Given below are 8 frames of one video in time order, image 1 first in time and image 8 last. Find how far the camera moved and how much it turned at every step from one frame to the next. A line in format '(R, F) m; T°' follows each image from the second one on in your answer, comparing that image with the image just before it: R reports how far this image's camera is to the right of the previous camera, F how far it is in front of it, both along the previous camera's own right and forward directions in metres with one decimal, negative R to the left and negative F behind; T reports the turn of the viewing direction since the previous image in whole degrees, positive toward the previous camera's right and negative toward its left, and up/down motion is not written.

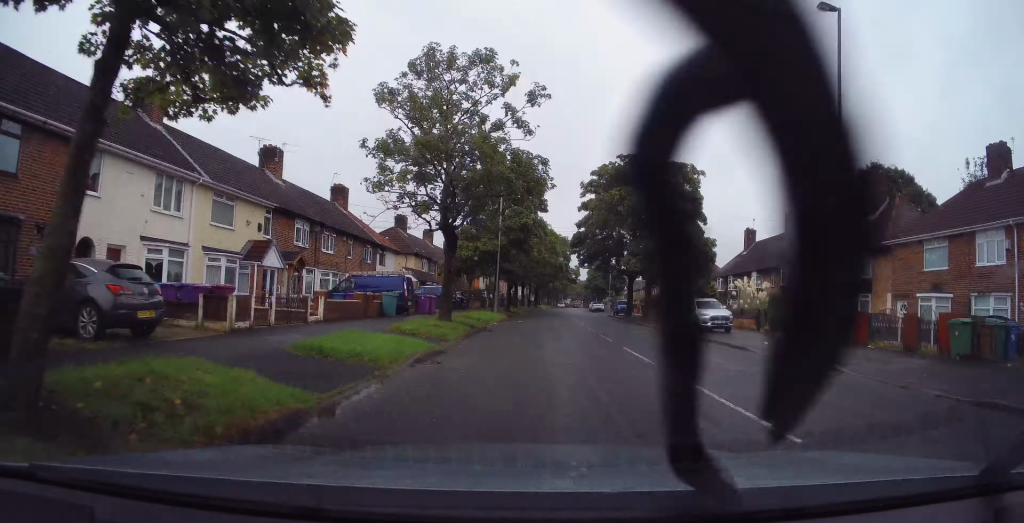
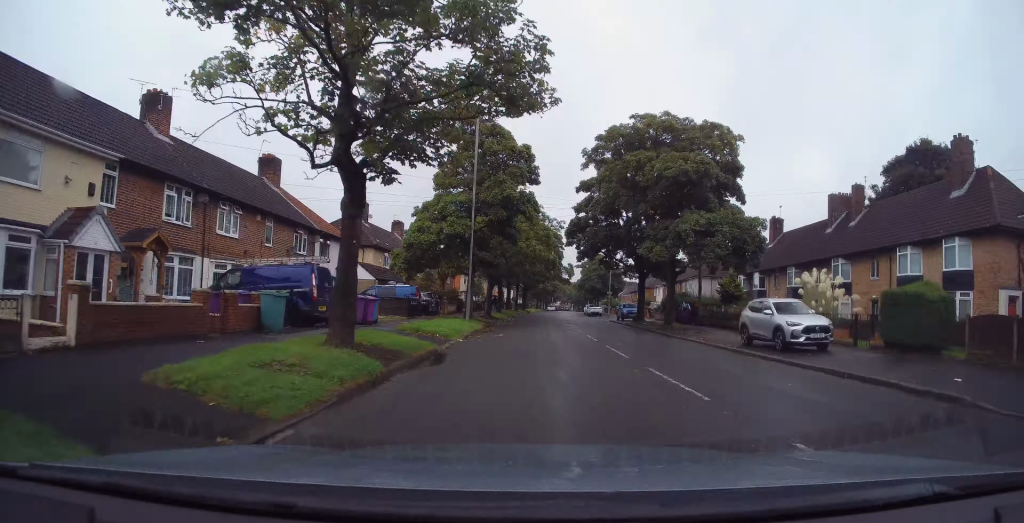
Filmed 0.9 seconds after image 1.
(+0.2, +10.5) m; +1°
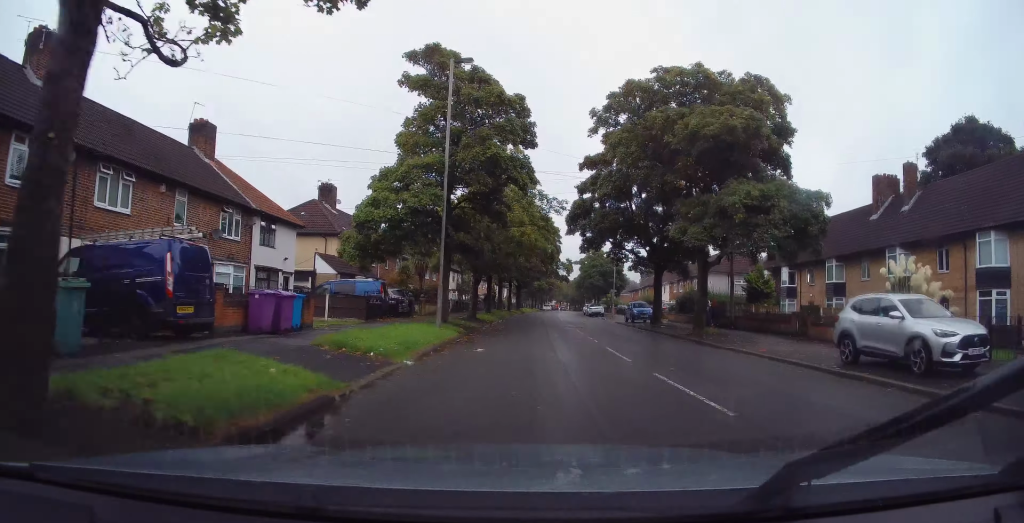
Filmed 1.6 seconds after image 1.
(0.0, +7.3) m; +1°
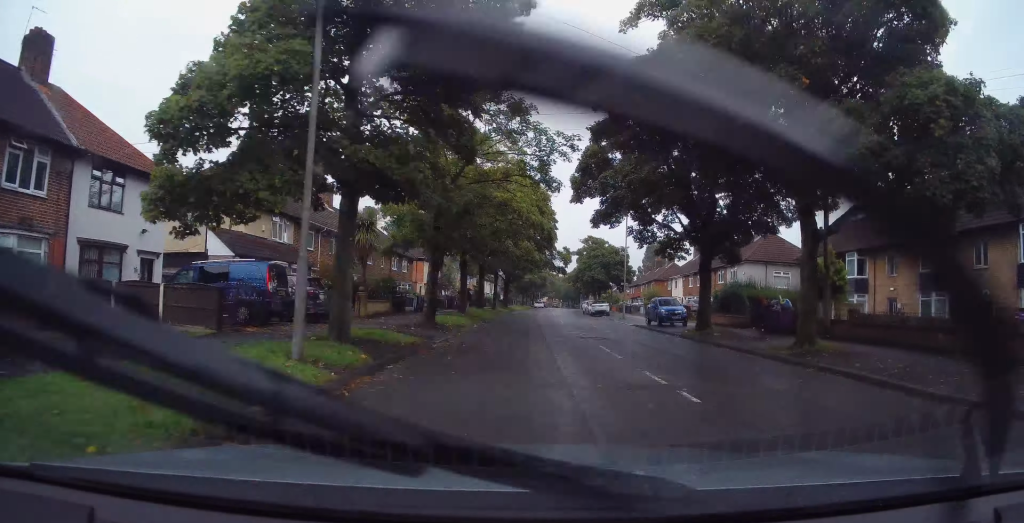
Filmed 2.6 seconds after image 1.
(+0.2, +11.5) m; 0°
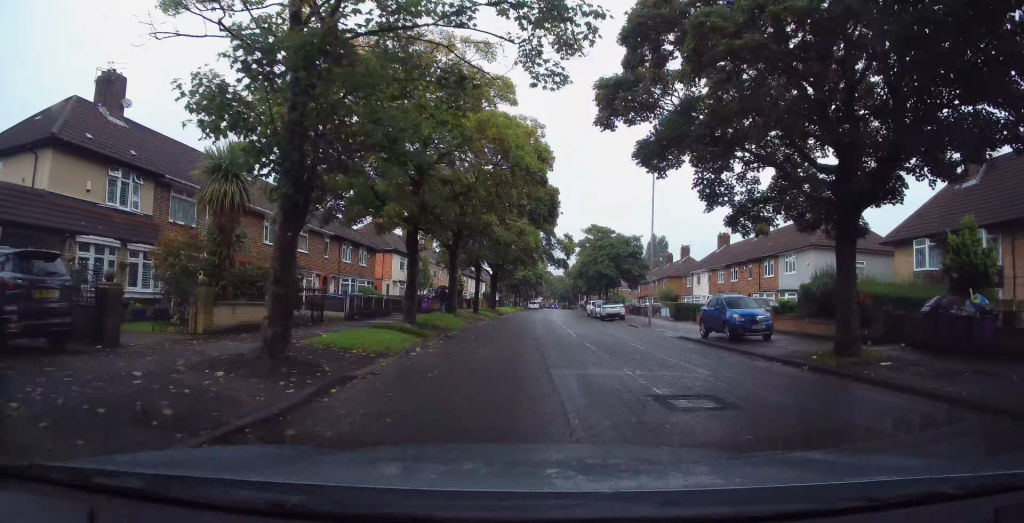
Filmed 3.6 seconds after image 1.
(-0.2, +12.2) m; +2°
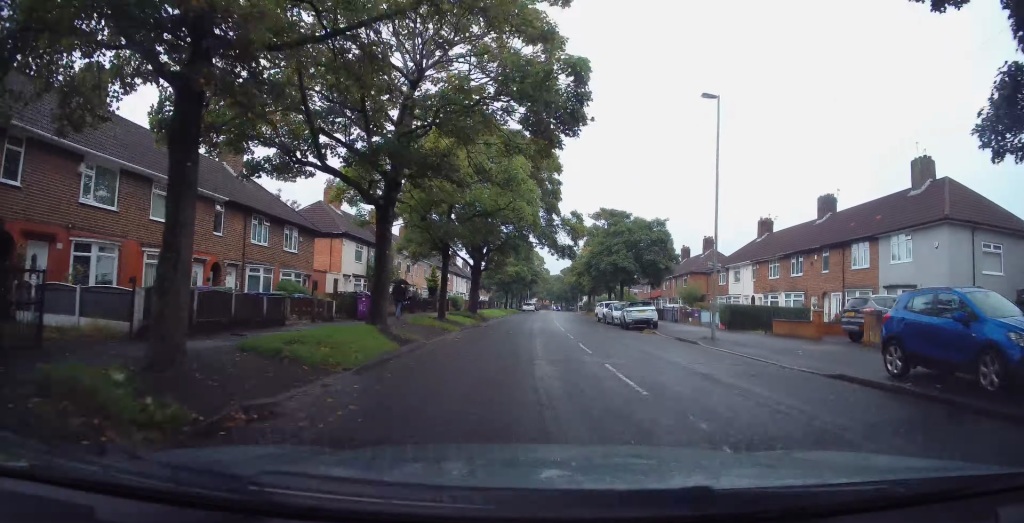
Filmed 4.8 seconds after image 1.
(+0.7, +12.9) m; +1°
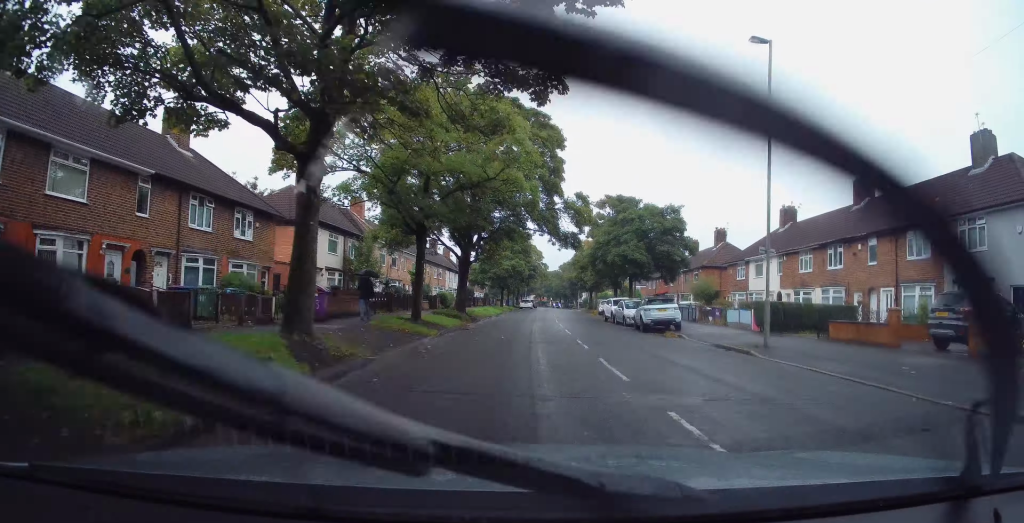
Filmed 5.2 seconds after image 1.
(-0.3, +5.3) m; -2°
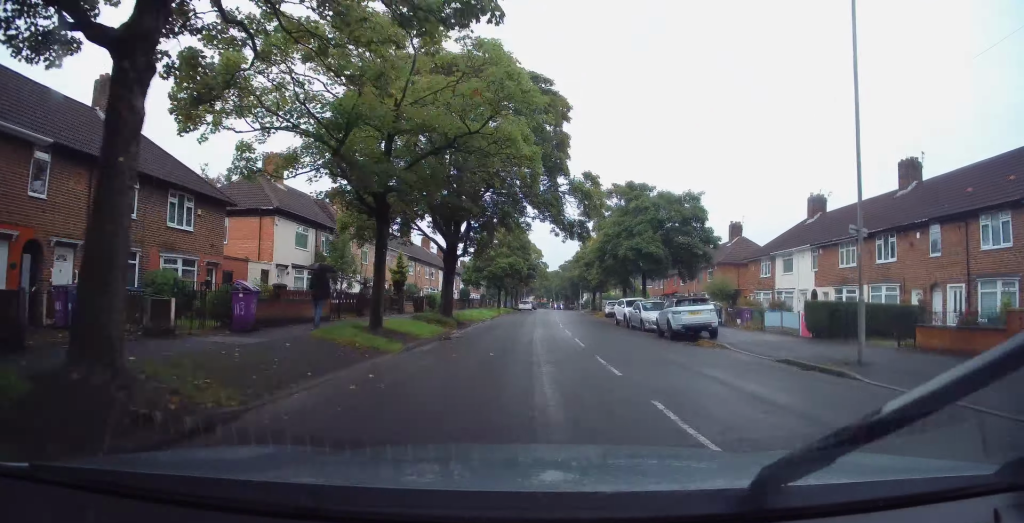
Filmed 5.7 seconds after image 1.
(-0.2, +5.3) m; -2°
